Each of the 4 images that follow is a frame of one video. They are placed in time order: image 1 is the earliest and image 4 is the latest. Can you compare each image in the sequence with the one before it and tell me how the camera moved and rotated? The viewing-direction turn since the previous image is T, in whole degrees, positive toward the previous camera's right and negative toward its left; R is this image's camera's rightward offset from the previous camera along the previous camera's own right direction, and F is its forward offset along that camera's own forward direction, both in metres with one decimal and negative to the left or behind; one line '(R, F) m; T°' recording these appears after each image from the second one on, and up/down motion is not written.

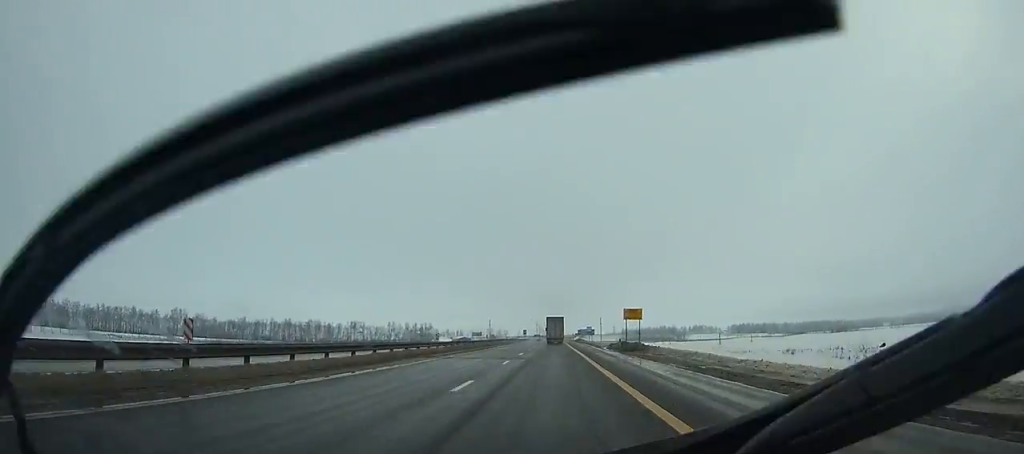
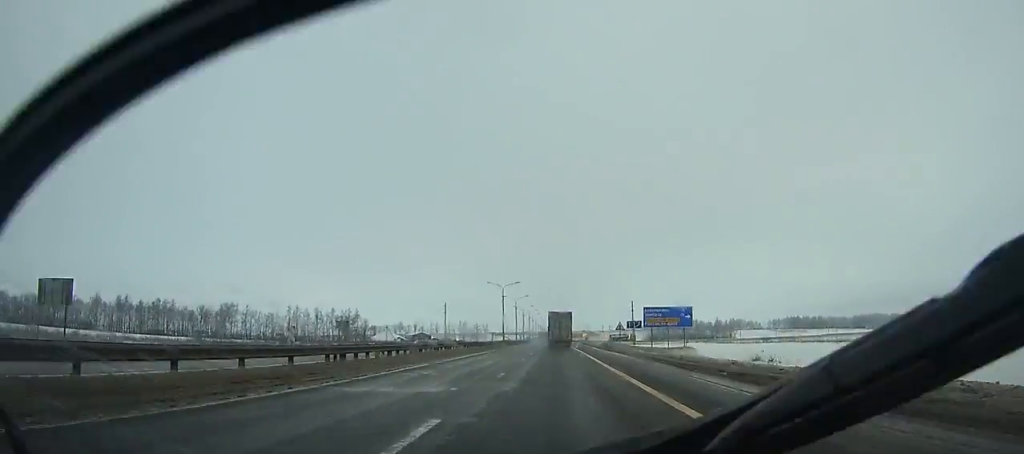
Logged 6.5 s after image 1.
(0.0, +175.0) m; 0°
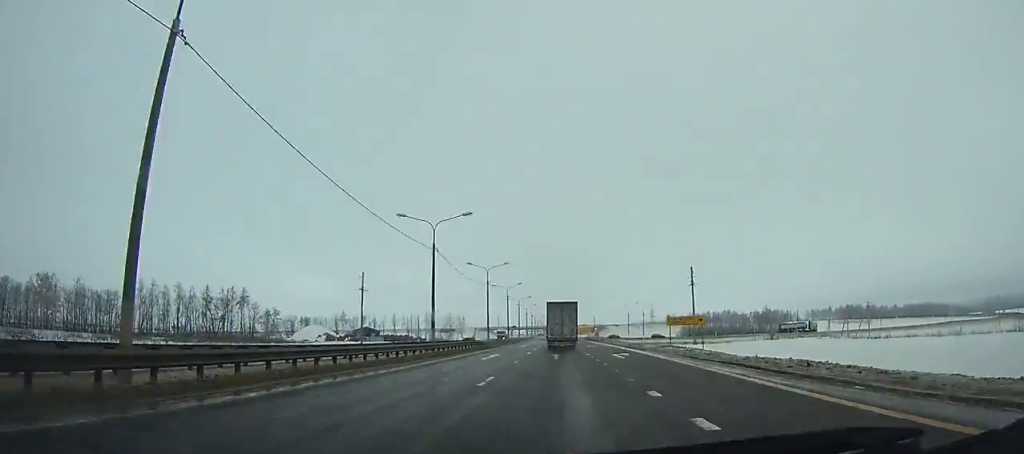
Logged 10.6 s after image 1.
(0.0, +110.4) m; 0°
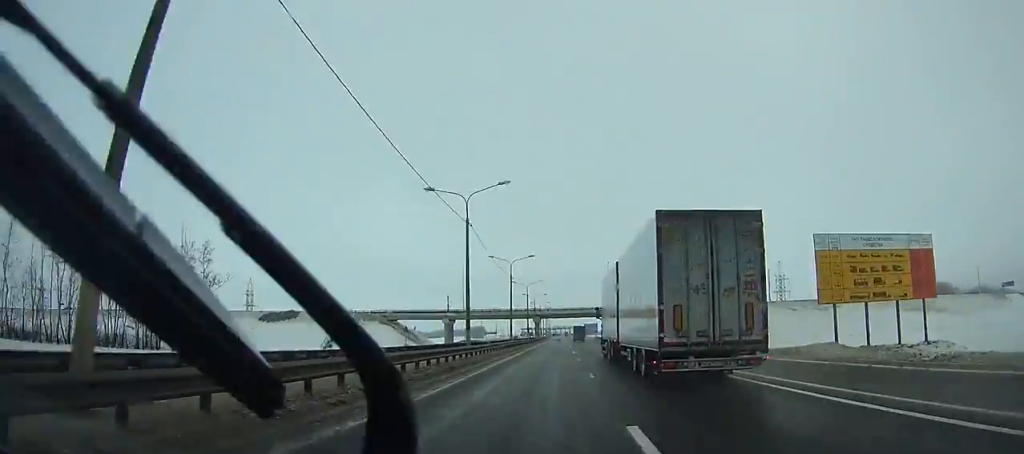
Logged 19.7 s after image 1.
(-2.2, +253.6) m; 0°
